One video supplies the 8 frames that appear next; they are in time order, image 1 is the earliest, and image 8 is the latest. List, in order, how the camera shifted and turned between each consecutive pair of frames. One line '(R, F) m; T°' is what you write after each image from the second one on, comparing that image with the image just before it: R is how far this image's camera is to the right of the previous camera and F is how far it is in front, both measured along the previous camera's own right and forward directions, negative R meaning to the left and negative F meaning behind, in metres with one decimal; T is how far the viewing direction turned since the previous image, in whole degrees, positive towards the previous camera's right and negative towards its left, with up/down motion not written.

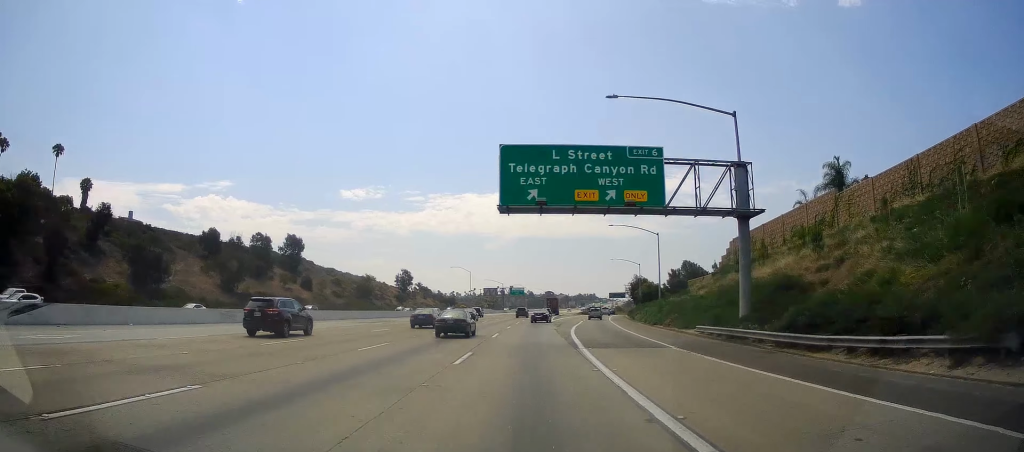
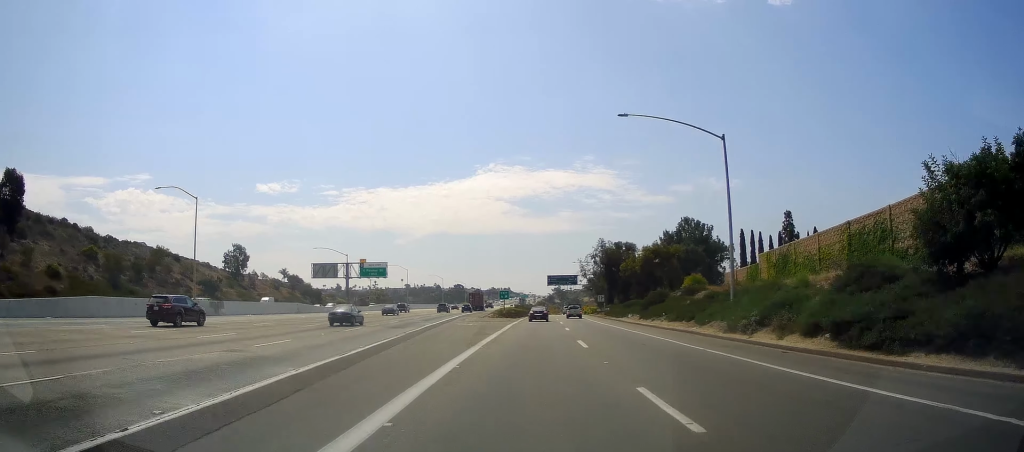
(+7.3, +98.2) m; +8°
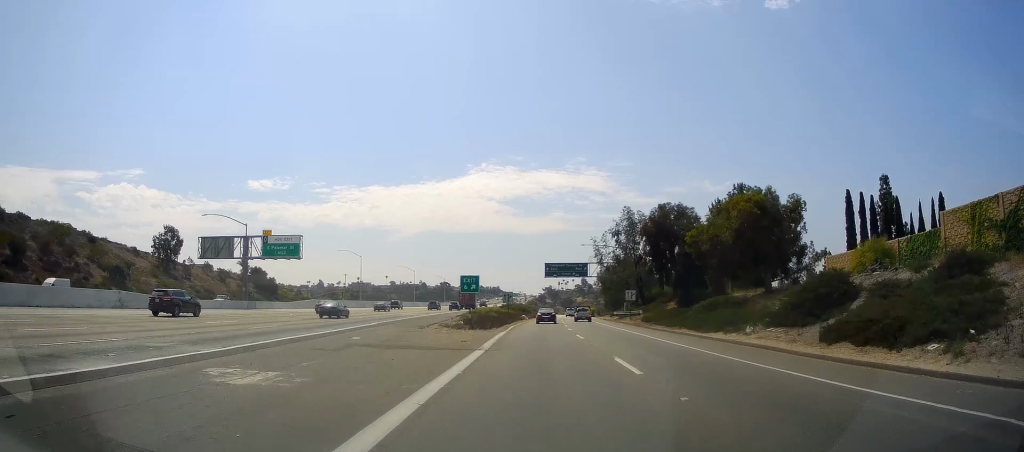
(+0.4, +37.0) m; 0°
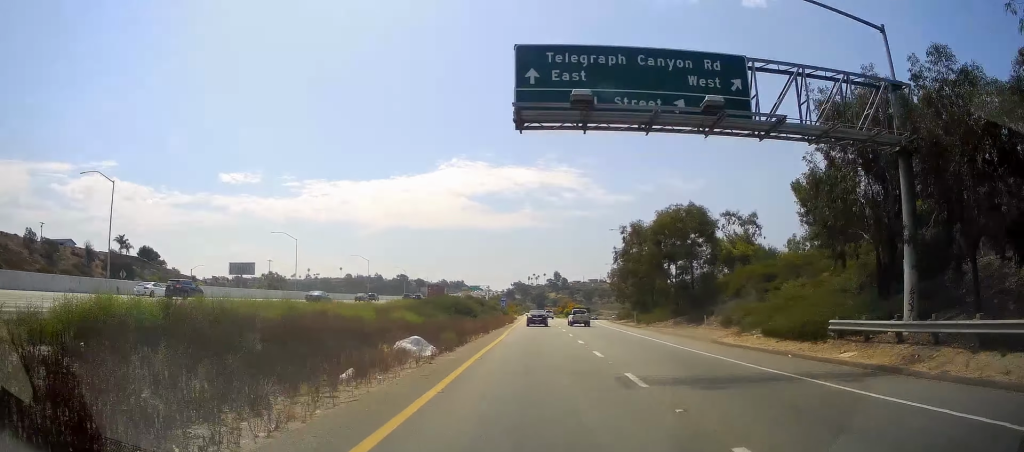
(+0.6, +73.1) m; +1°
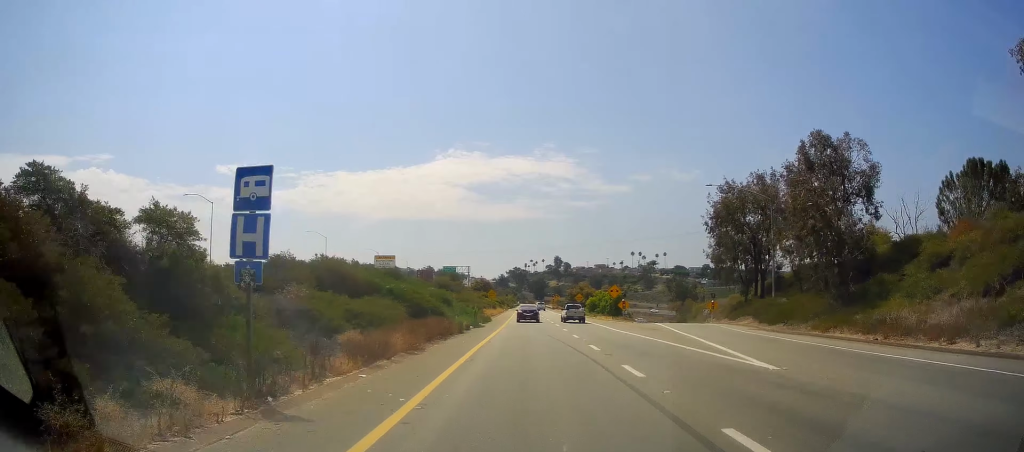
(+2.1, +79.3) m; +1°
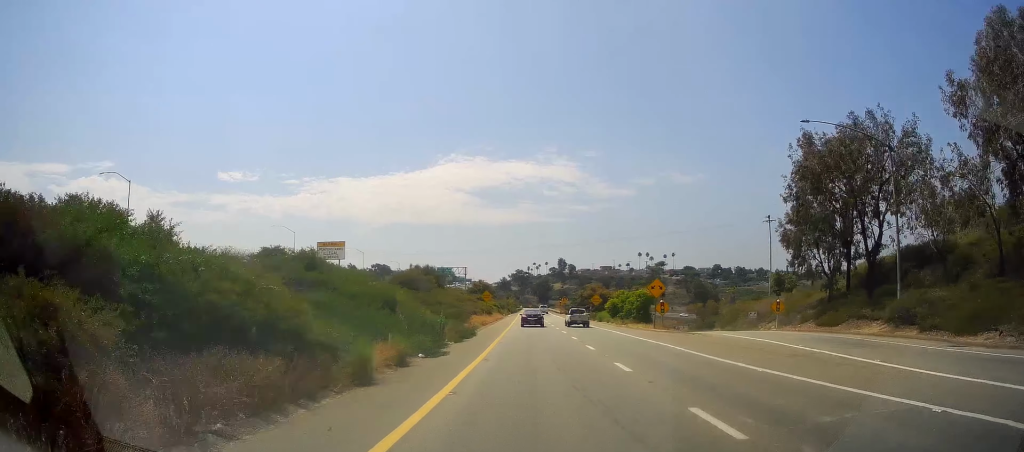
(-0.1, +19.5) m; 0°
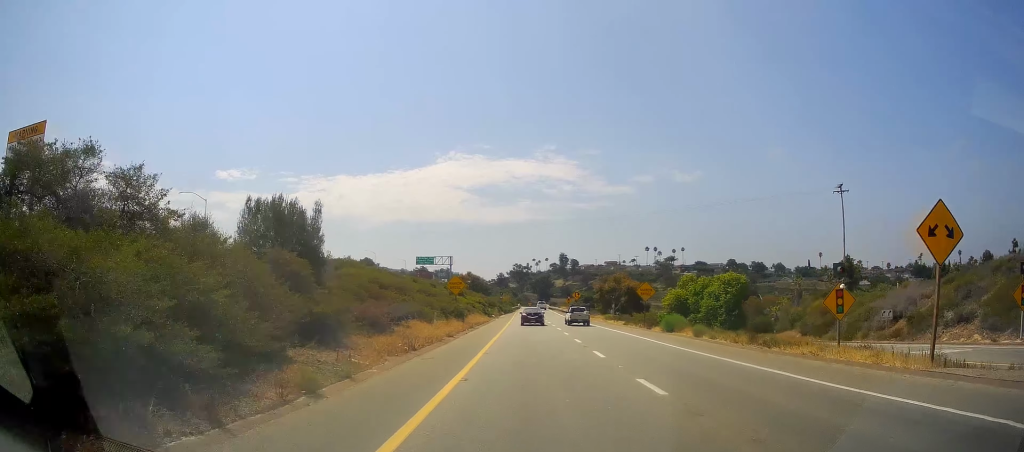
(-0.7, +32.1) m; -1°
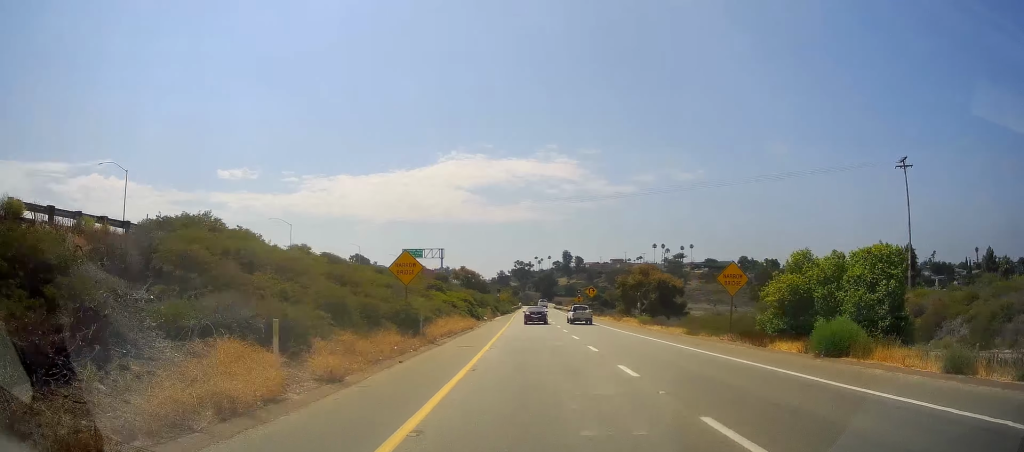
(+0.2, +18.2) m; 0°
